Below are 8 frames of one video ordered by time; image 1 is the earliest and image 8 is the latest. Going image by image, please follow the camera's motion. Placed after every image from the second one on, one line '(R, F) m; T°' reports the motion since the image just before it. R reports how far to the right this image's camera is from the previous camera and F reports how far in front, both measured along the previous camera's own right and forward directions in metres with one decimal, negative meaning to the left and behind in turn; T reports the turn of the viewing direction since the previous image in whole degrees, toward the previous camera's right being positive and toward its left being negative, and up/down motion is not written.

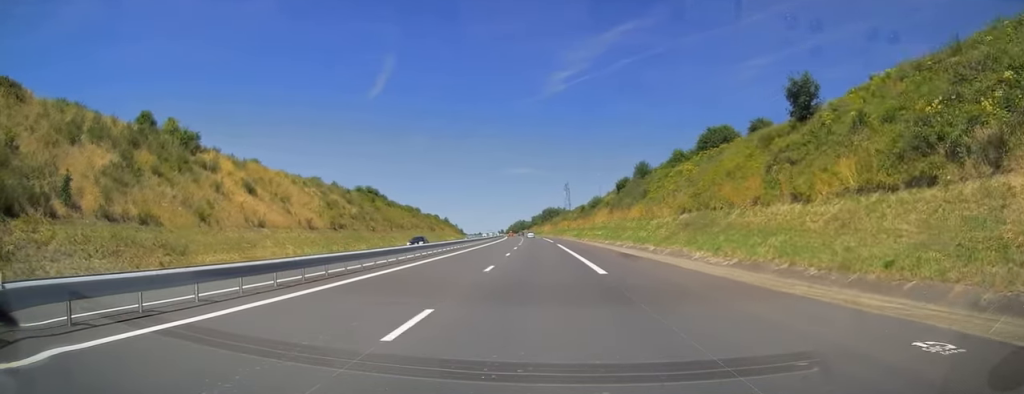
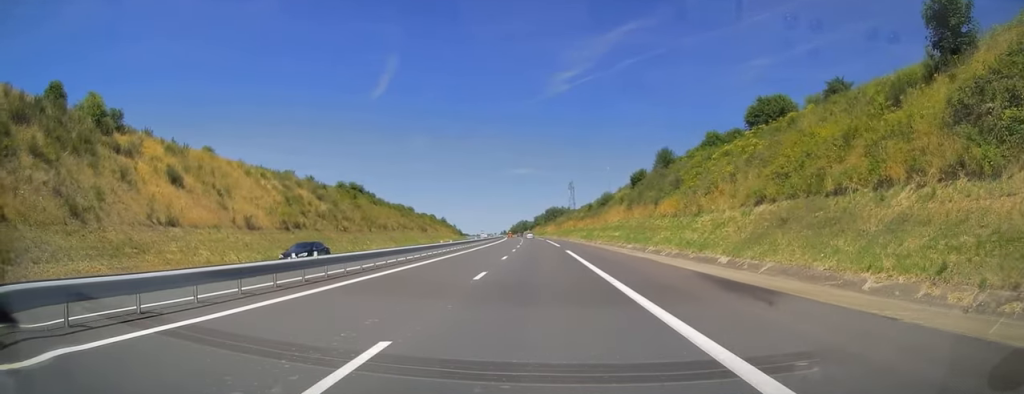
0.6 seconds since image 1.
(-0.1, +16.1) m; -1°
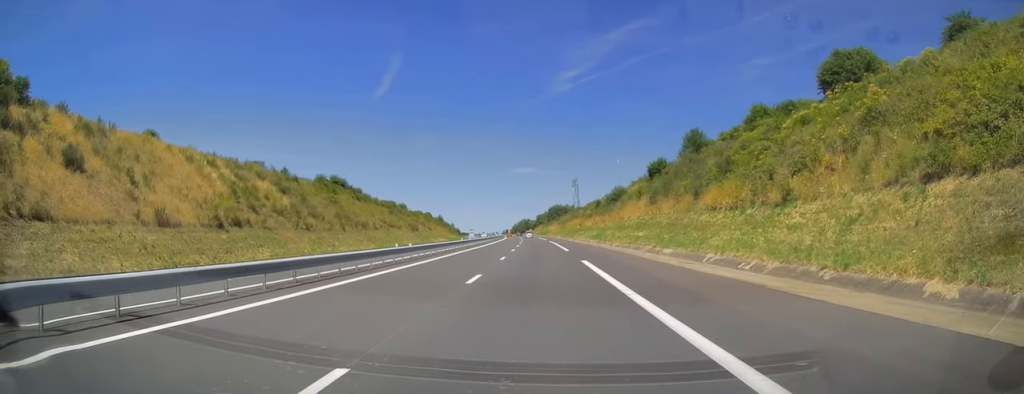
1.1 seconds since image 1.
(-0.1, +14.7) m; 0°
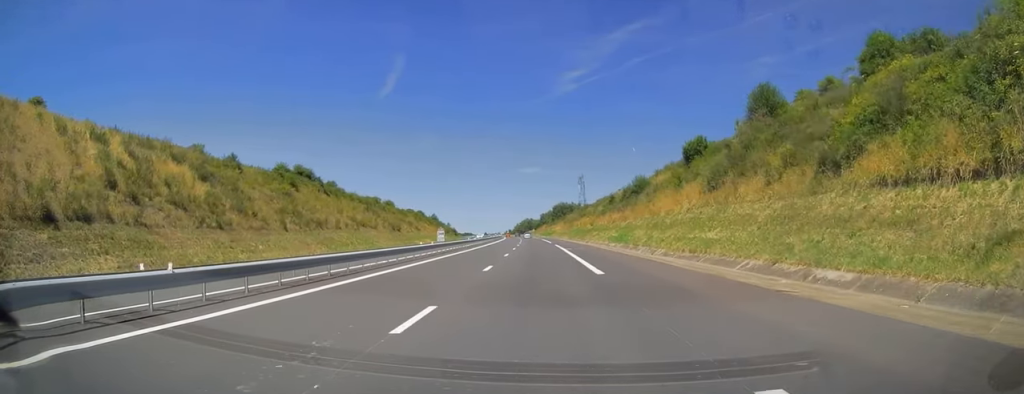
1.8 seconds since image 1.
(0.0, +21.0) m; 0°
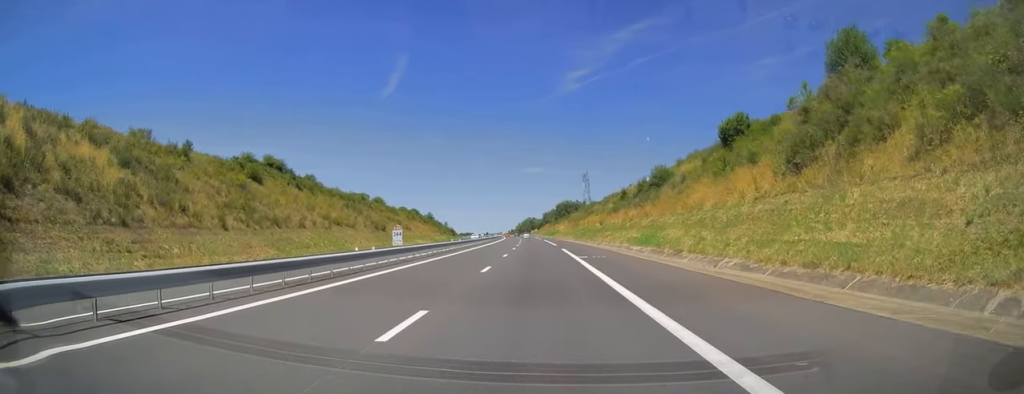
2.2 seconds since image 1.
(0.0, +13.7) m; 0°
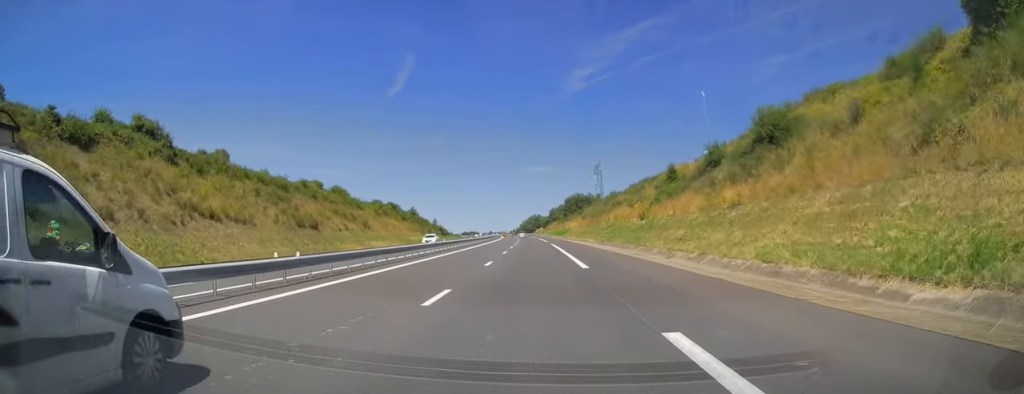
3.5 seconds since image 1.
(-0.2, +35.6) m; -1°
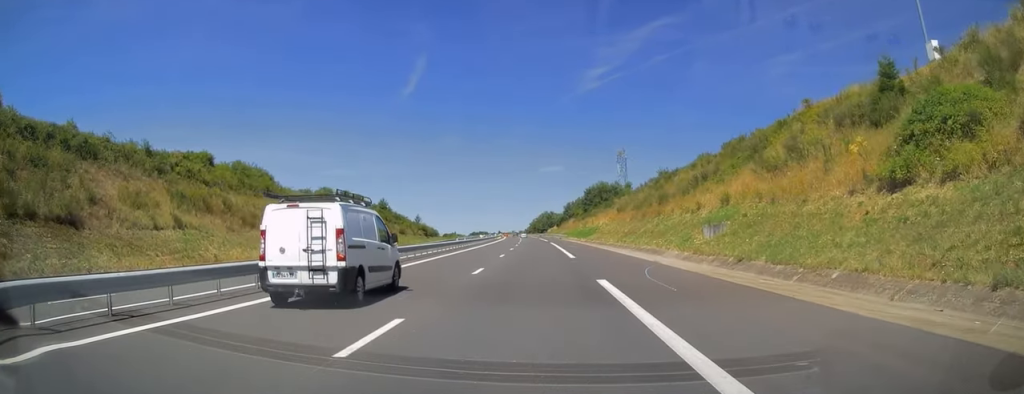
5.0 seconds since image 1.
(-0.5, +44.0) m; -1°
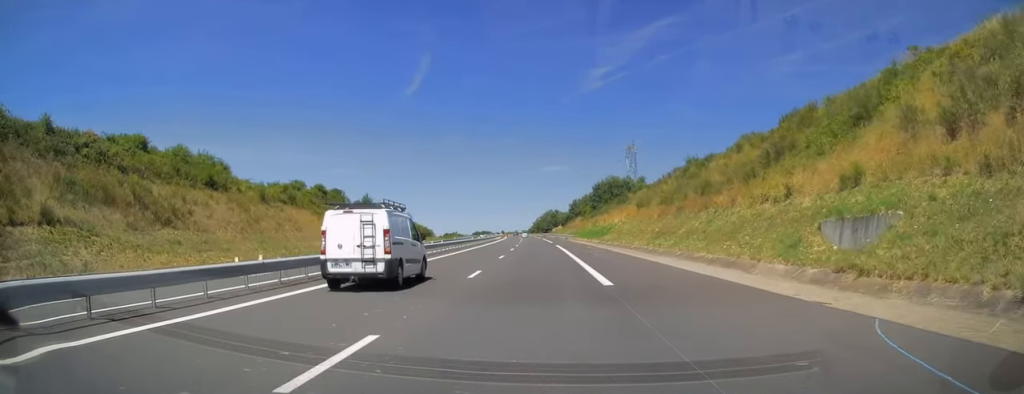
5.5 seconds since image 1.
(0.0, +14.7) m; 0°
